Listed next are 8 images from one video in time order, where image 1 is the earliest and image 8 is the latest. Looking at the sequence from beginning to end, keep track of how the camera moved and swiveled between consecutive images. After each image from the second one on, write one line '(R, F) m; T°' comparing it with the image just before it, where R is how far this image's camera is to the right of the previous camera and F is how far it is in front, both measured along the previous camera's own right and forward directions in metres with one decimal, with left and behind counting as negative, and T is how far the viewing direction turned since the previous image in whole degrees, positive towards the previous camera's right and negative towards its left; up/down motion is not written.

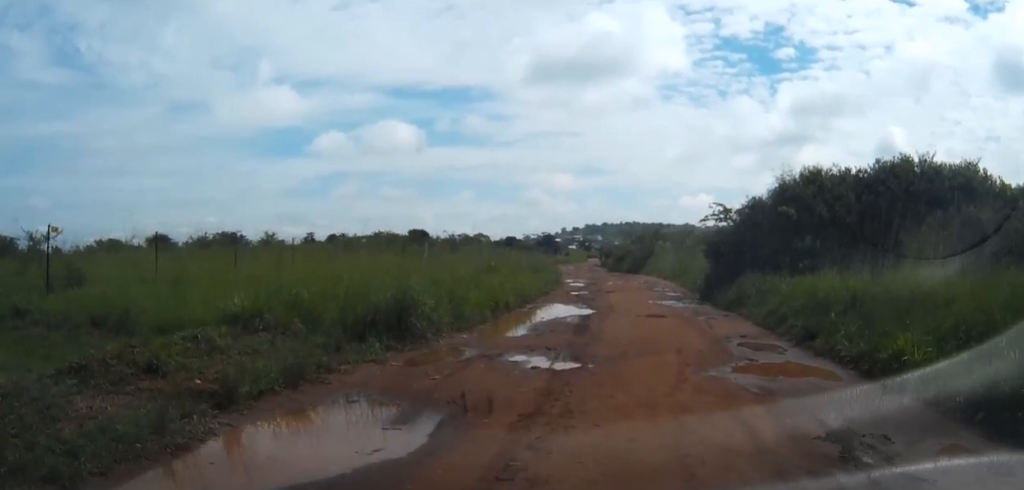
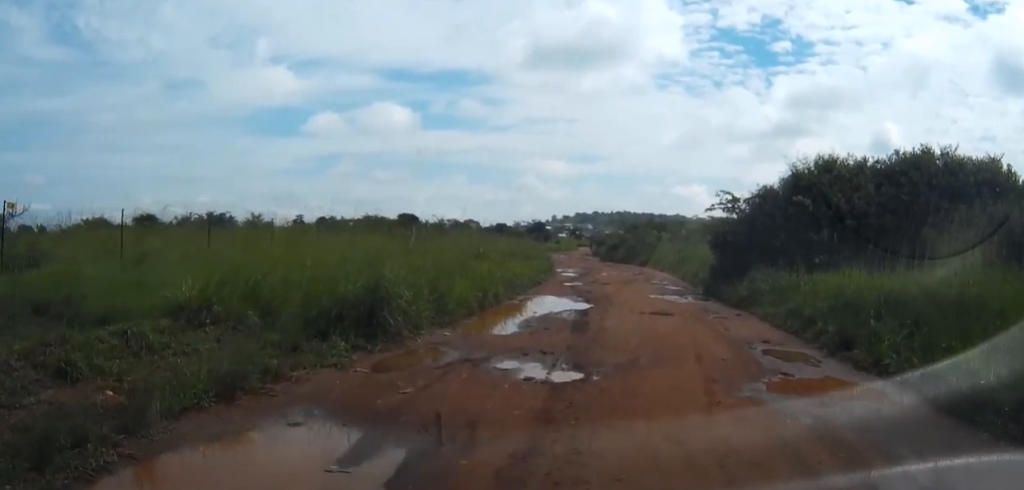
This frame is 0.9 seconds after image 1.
(0.0, +1.8) m; +2°
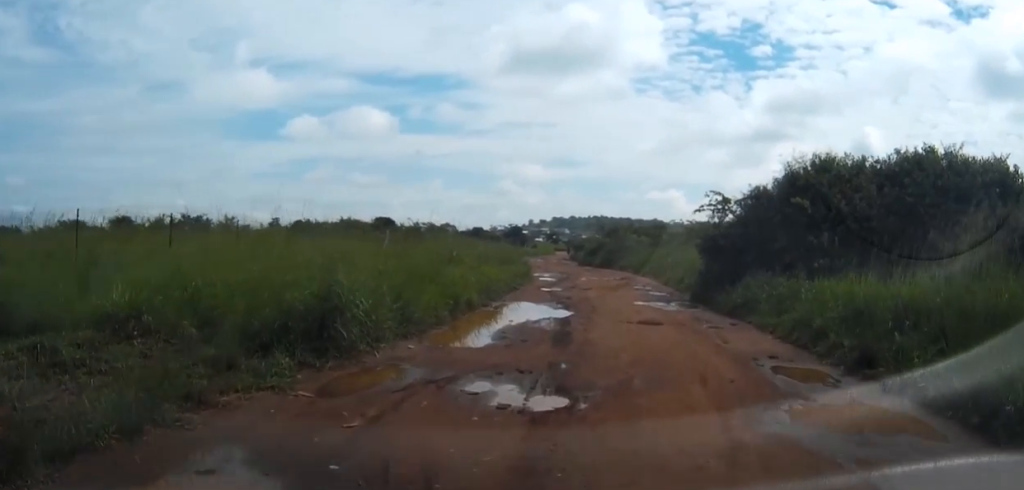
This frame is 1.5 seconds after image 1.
(0.0, +1.5) m; +4°
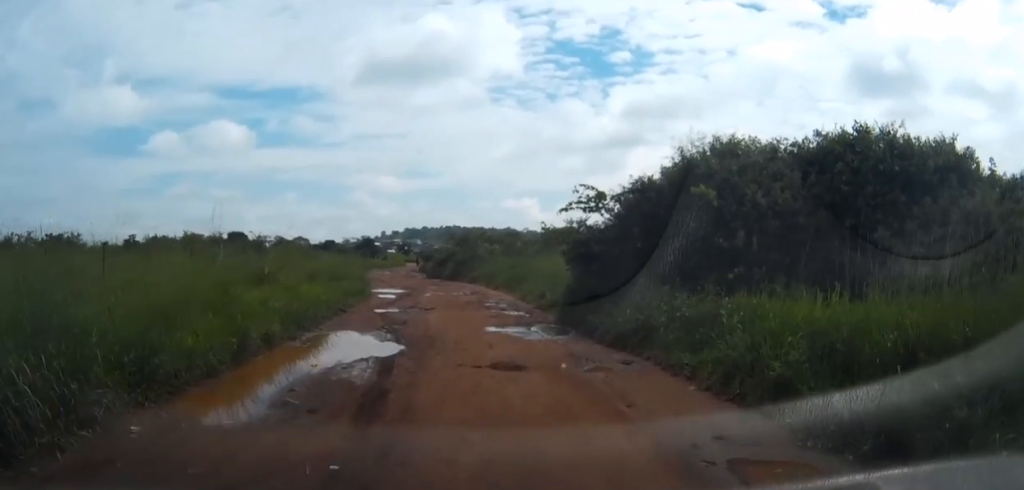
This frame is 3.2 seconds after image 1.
(+0.5, +4.4) m; +6°
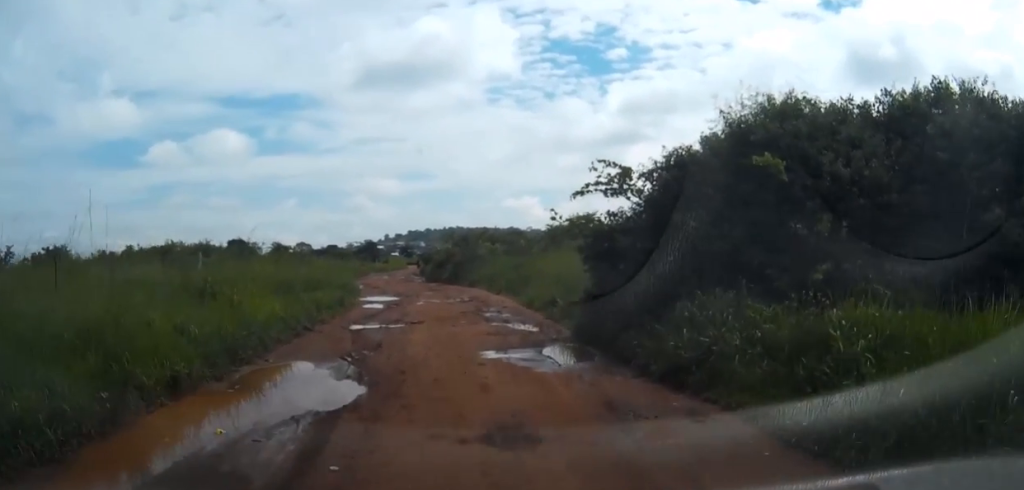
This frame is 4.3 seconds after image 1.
(-0.1, +3.8) m; -4°
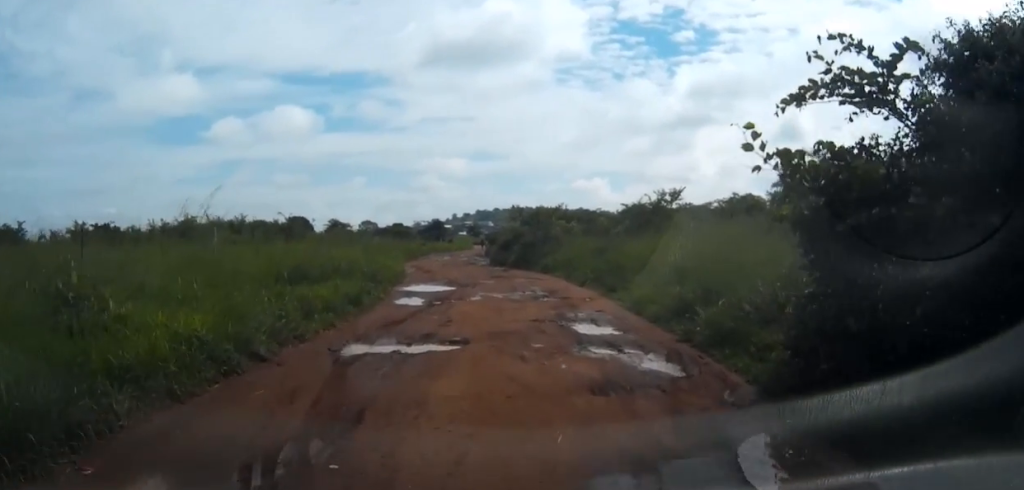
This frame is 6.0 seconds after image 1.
(-0.3, +7.3) m; -4°
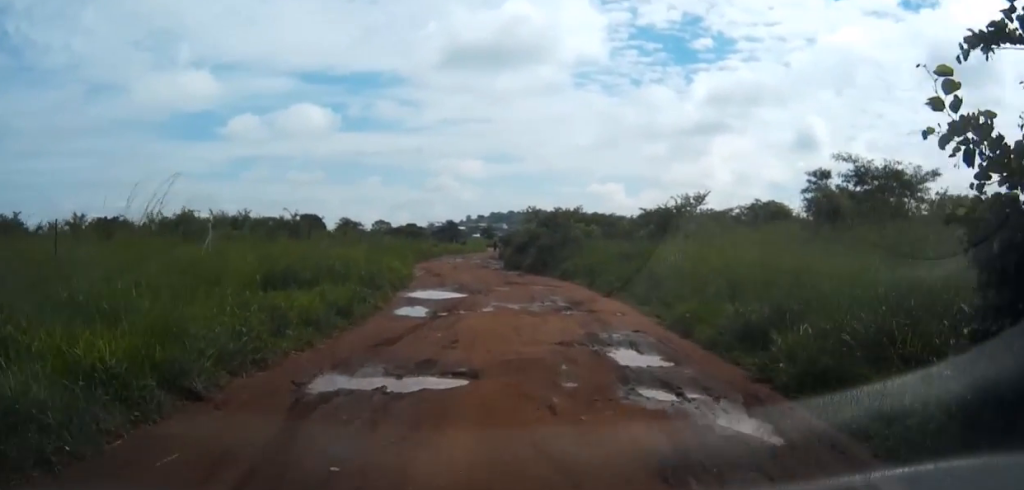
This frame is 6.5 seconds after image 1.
(0.0, +2.4) m; 0°
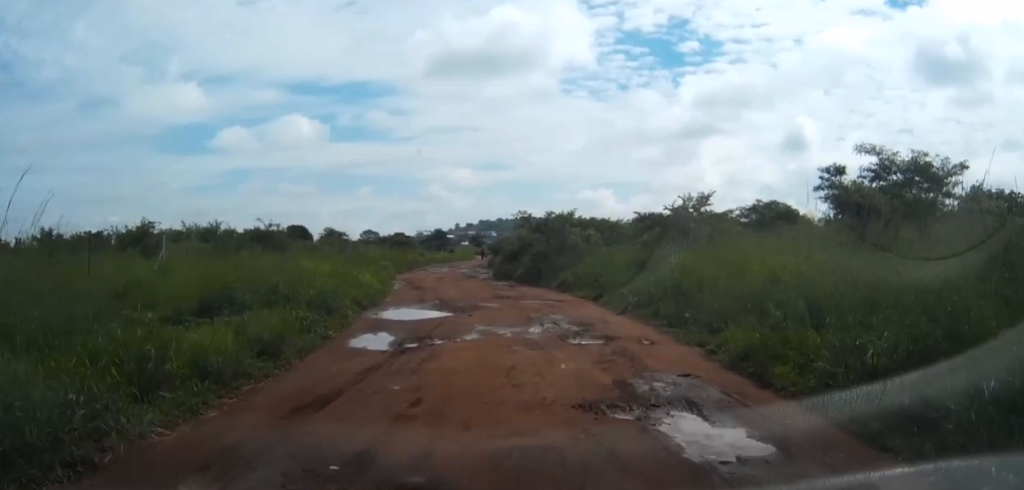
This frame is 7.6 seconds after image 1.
(0.0, +4.0) m; +2°
